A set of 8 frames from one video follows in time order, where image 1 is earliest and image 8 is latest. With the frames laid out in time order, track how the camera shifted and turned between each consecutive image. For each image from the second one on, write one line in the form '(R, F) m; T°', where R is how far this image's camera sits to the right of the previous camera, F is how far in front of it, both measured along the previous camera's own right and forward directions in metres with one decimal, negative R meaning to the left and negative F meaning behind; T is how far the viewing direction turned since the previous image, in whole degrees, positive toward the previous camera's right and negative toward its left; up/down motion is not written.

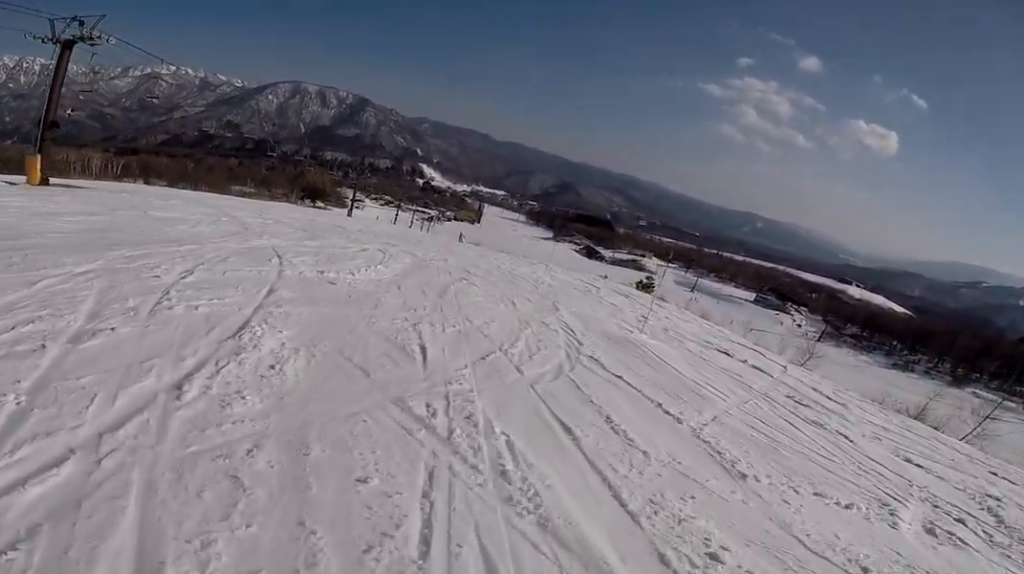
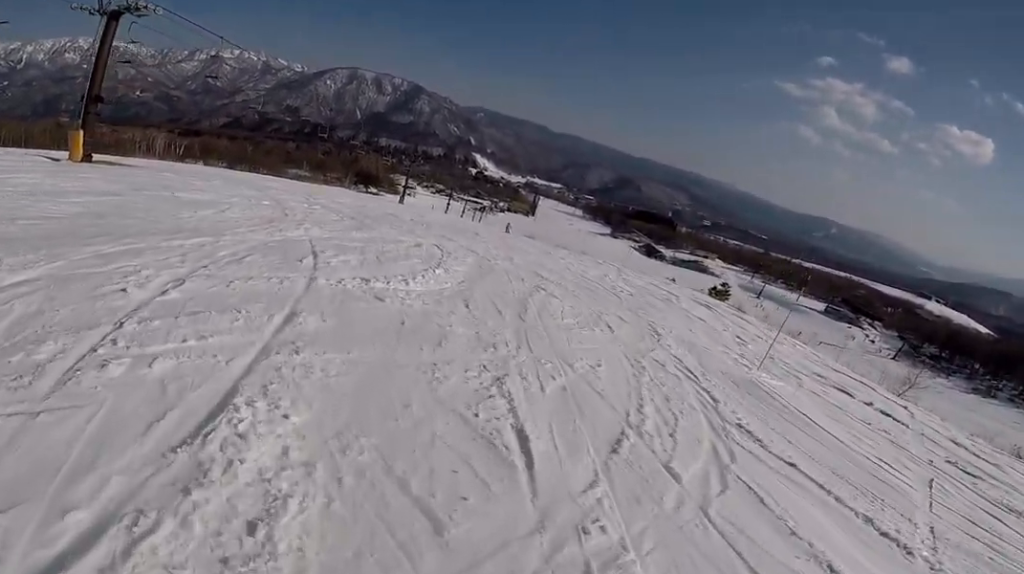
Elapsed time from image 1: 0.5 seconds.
(-0.8, +1.8) m; -14°
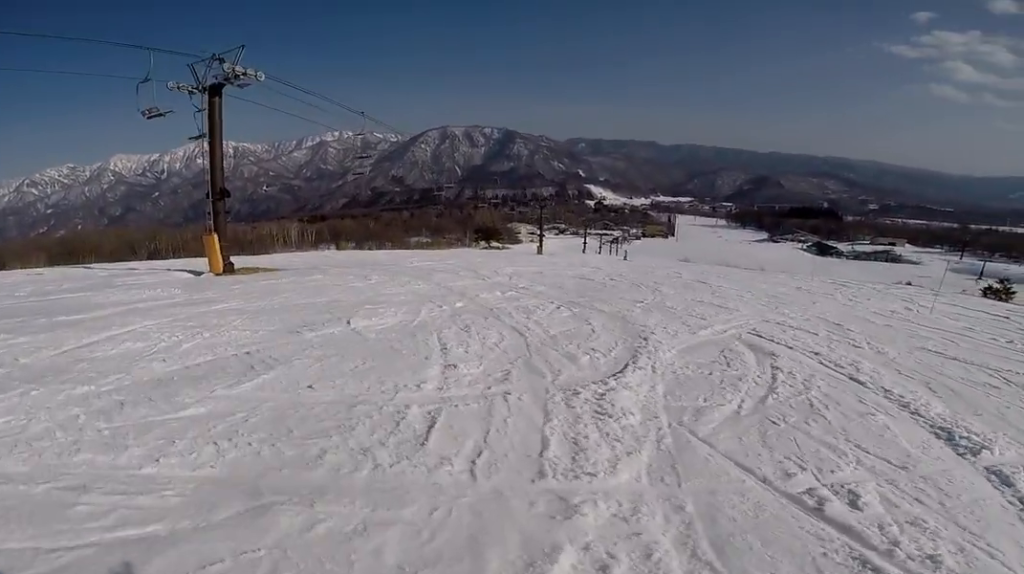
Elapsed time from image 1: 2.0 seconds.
(-1.8, +6.2) m; -17°
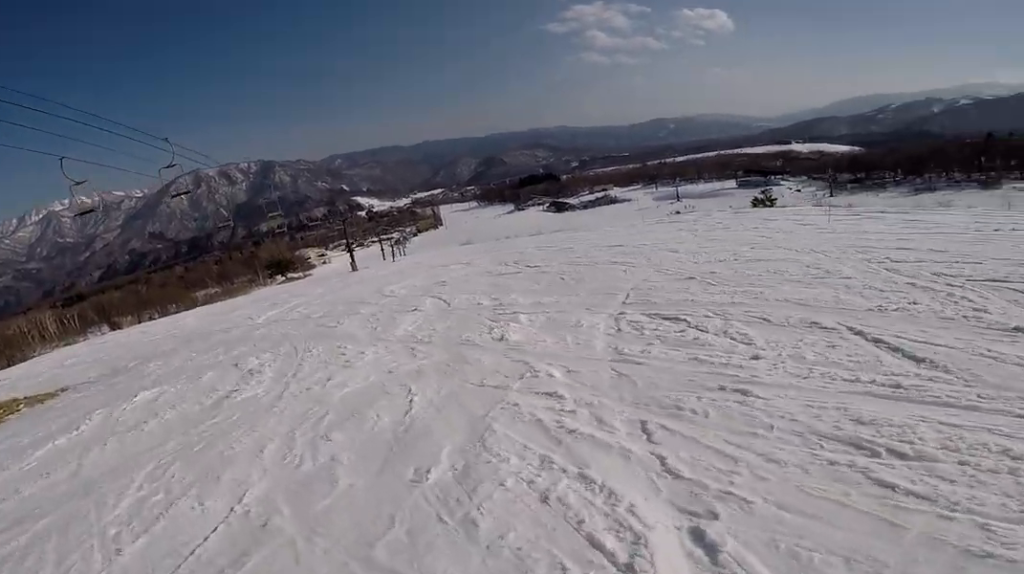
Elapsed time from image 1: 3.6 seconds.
(+2.4, +6.4) m; +48°
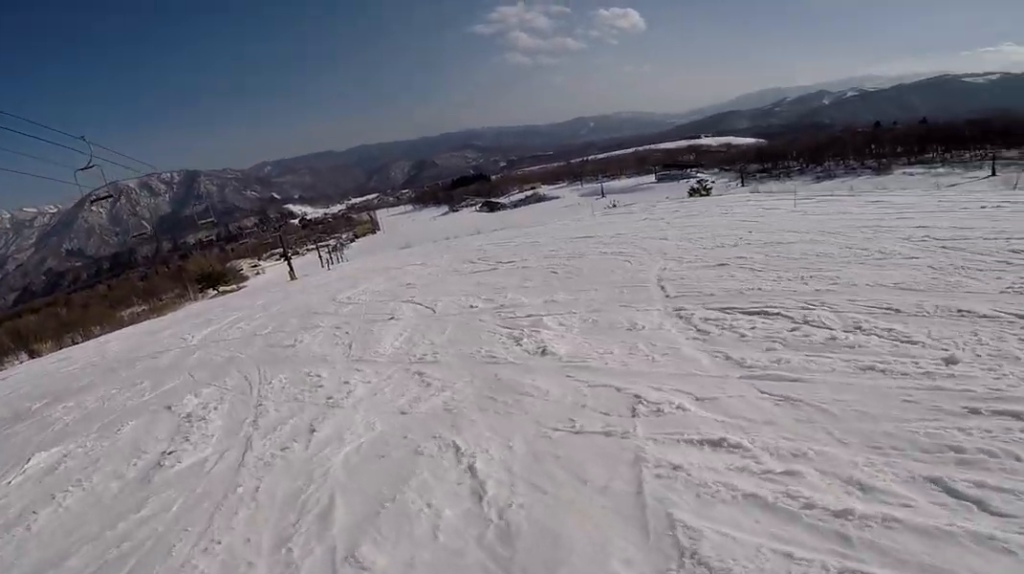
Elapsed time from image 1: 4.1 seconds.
(+0.2, +1.9) m; +14°
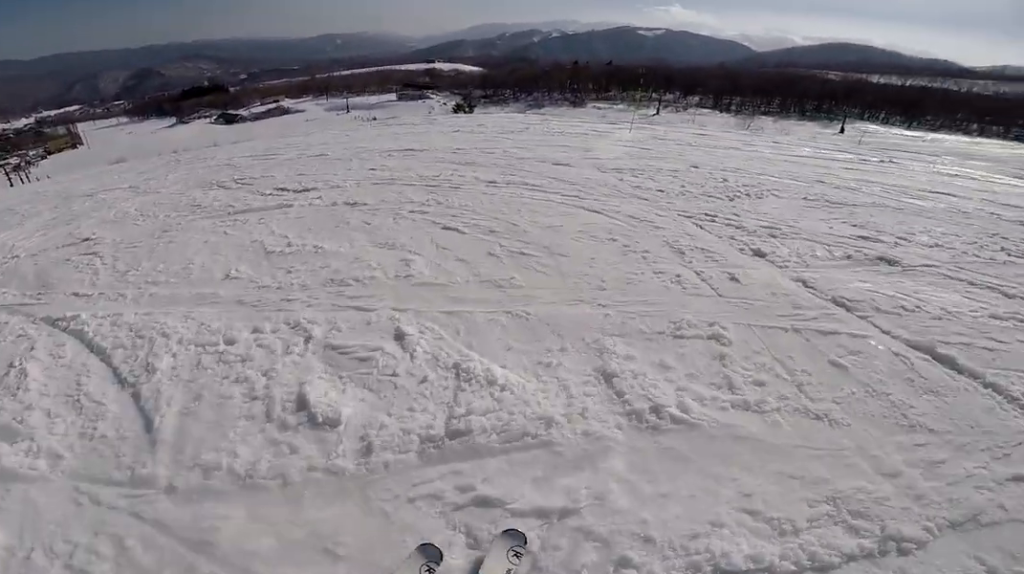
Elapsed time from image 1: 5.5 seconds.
(+1.9, +5.6) m; +33°
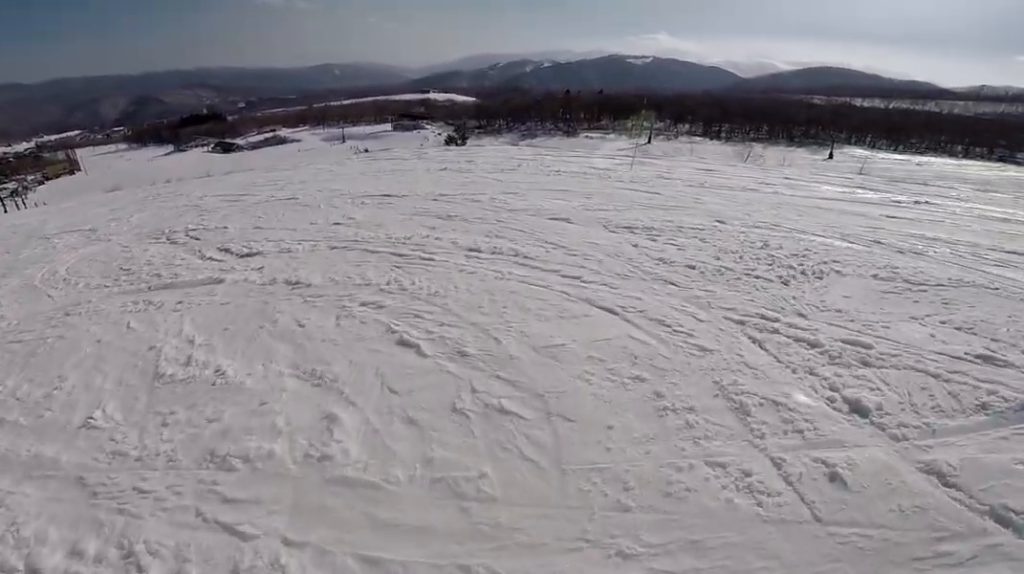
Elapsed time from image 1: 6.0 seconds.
(+0.6, +1.7) m; +7°
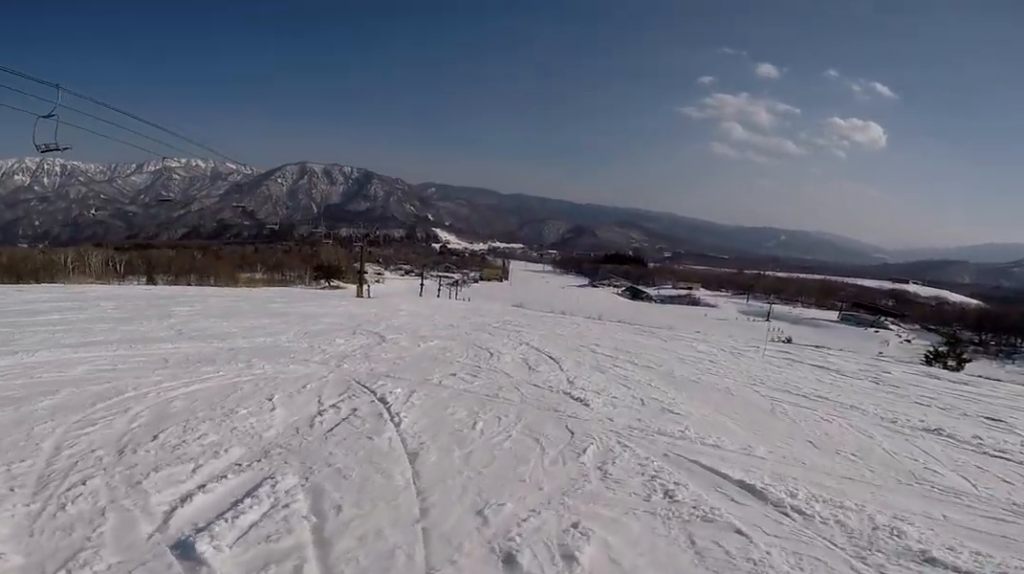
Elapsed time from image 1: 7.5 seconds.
(-2.4, +4.9) m; -69°
